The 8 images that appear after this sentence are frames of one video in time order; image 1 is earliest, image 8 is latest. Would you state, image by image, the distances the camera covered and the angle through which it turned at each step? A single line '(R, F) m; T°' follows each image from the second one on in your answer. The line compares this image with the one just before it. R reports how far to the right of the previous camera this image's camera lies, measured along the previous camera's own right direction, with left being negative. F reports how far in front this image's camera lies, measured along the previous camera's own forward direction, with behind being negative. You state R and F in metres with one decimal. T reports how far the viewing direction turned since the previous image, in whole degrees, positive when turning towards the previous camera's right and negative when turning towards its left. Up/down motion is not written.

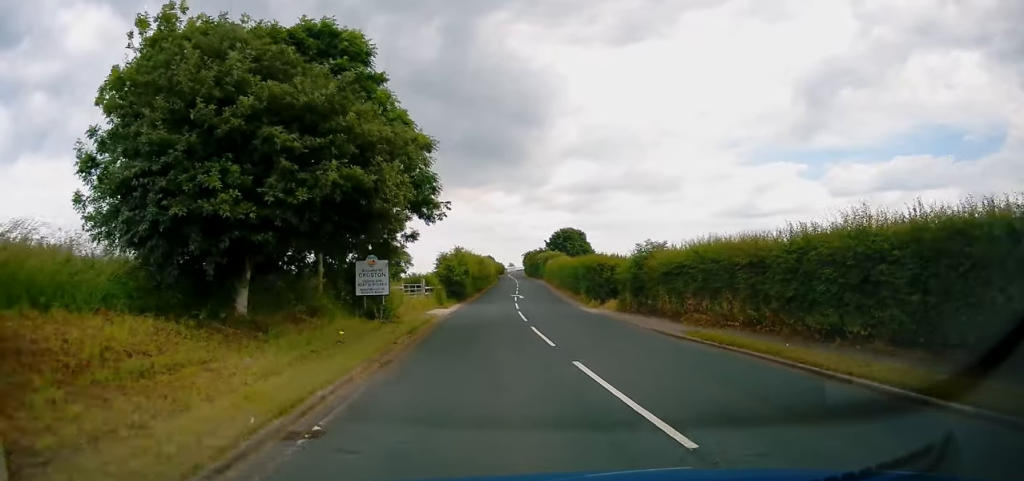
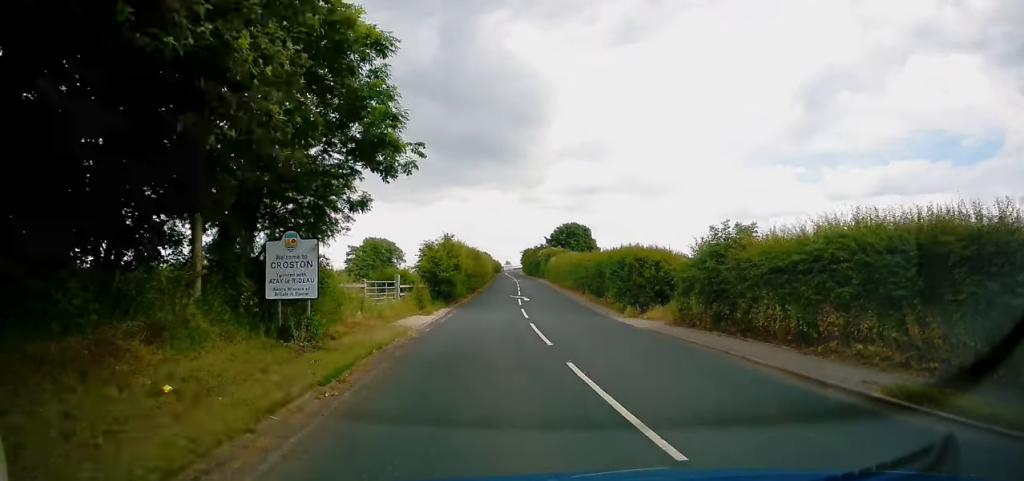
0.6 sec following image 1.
(+0.5, +8.5) m; +1°
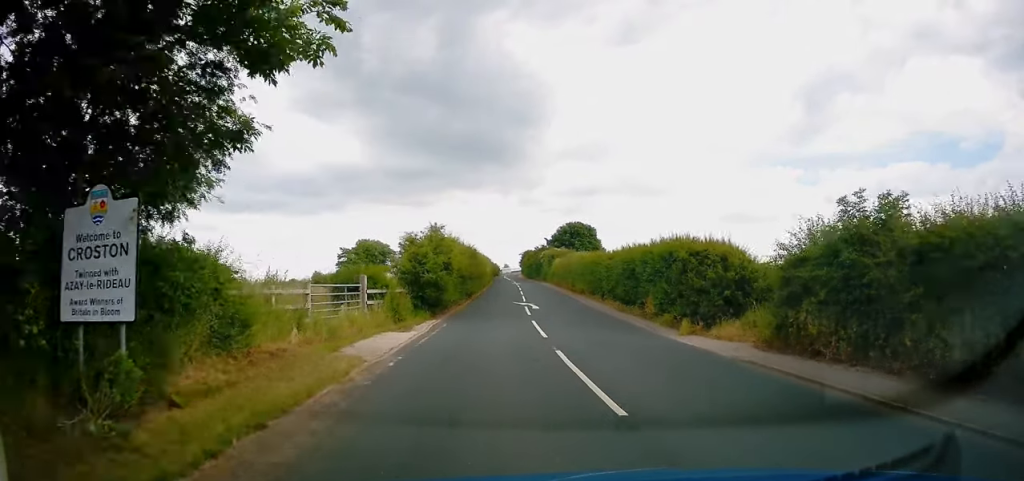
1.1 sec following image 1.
(+0.4, +7.0) m; +1°
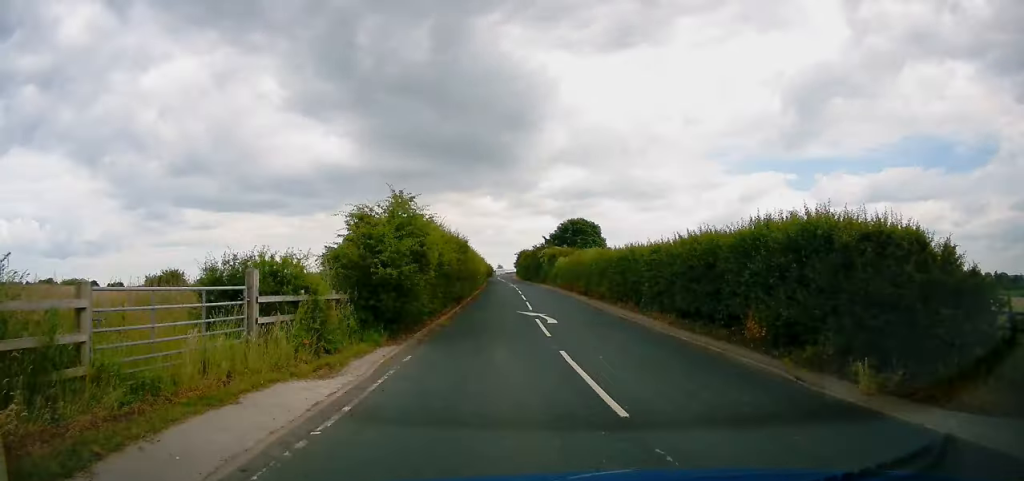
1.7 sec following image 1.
(-0.3, +8.5) m; -1°
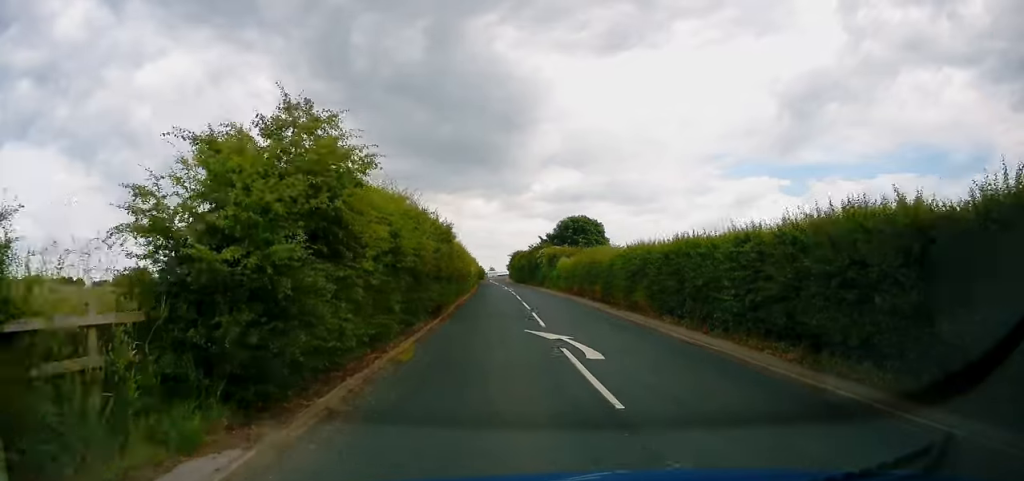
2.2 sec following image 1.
(-0.1, +8.5) m; -1°
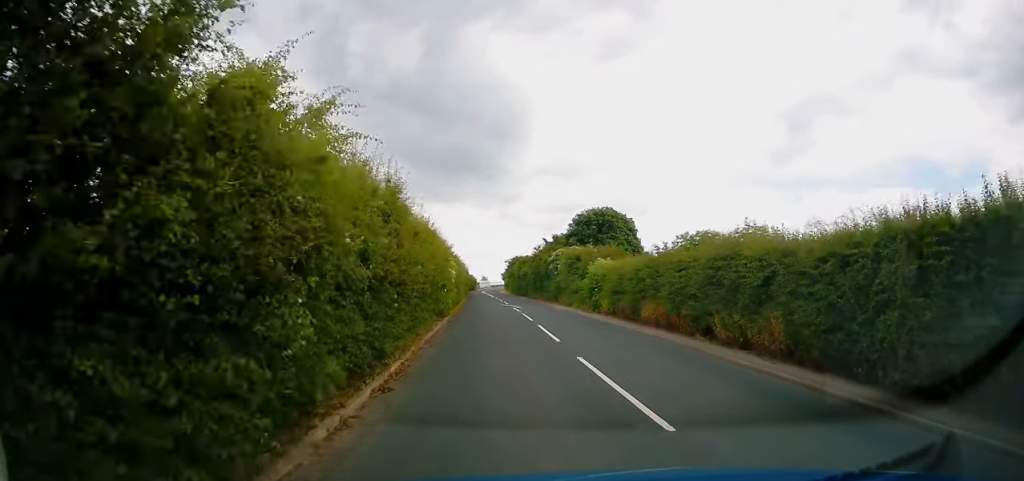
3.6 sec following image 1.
(+0.4, +19.9) m; +2°
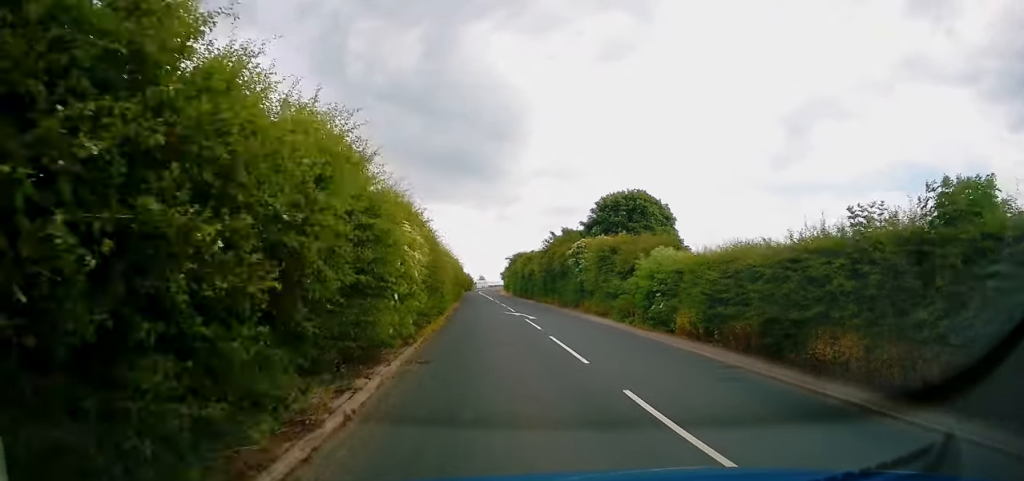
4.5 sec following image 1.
(+0.1, +12.6) m; 0°
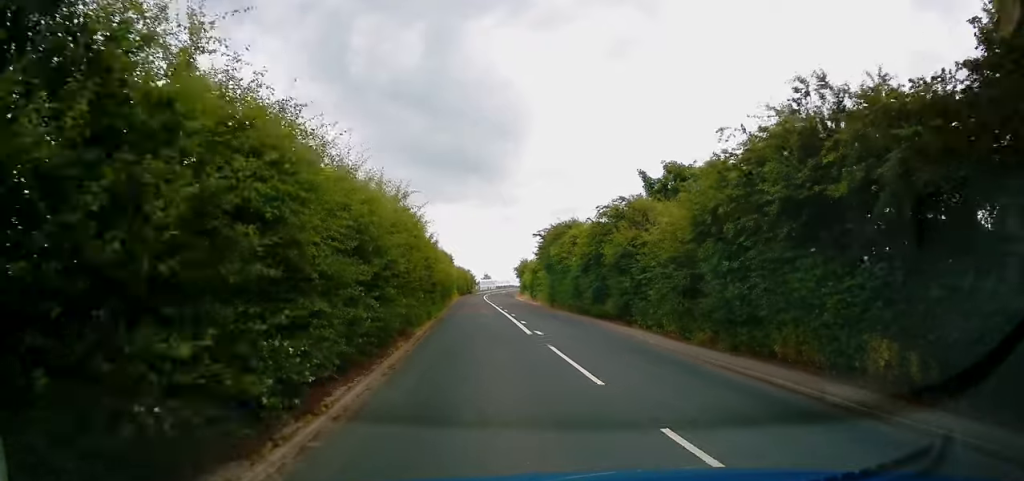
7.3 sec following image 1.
(-0.2, +41.7) m; 0°
